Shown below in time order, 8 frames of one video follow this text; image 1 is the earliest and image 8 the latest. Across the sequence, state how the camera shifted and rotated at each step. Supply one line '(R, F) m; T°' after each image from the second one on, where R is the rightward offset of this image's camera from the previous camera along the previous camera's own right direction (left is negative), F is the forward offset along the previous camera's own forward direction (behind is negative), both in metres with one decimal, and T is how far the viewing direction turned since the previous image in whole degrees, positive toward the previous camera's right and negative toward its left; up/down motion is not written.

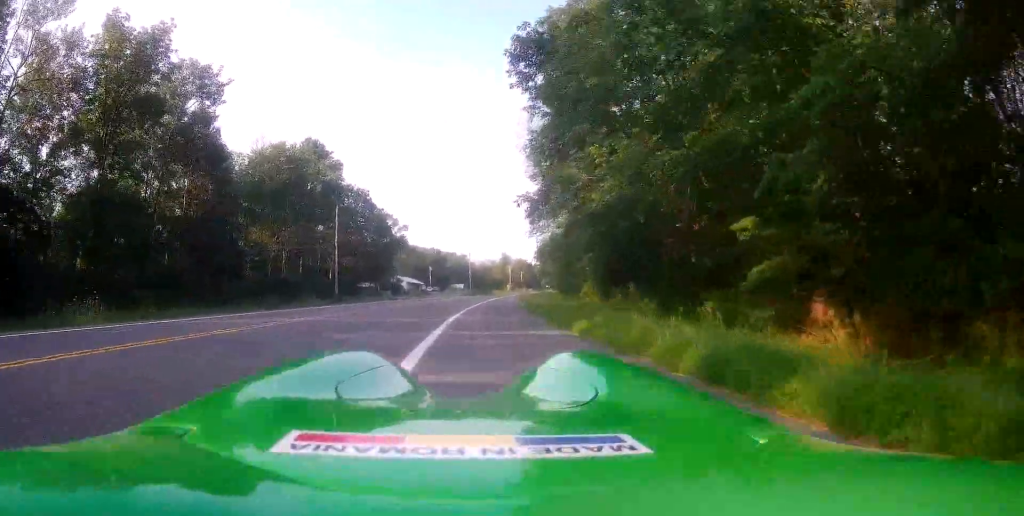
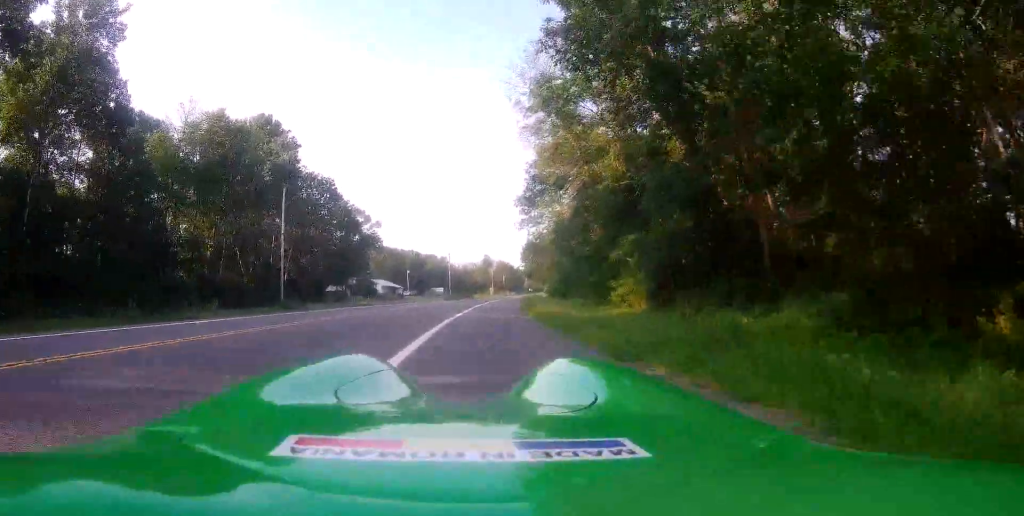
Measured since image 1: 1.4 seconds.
(-0.5, +13.4) m; -1°
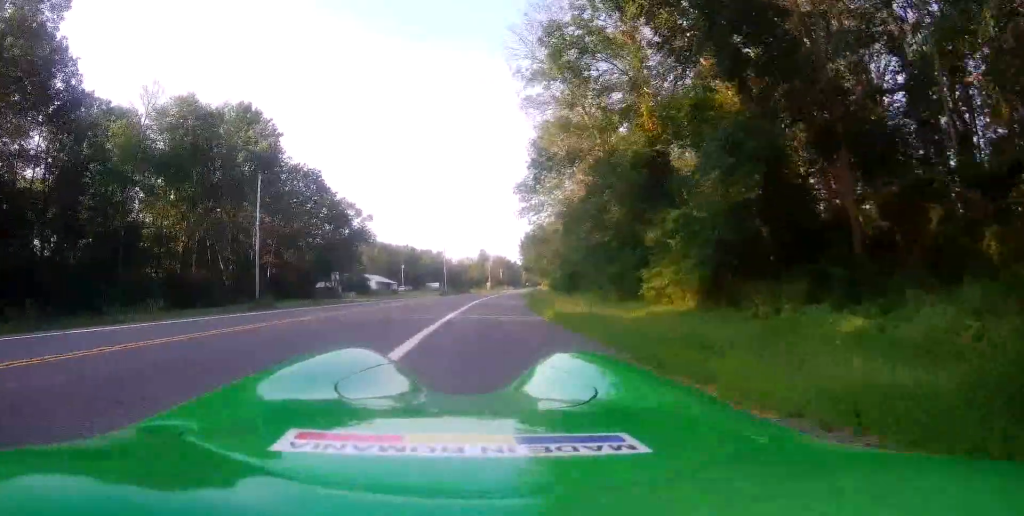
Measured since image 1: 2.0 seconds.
(+0.2, +5.9) m; +2°
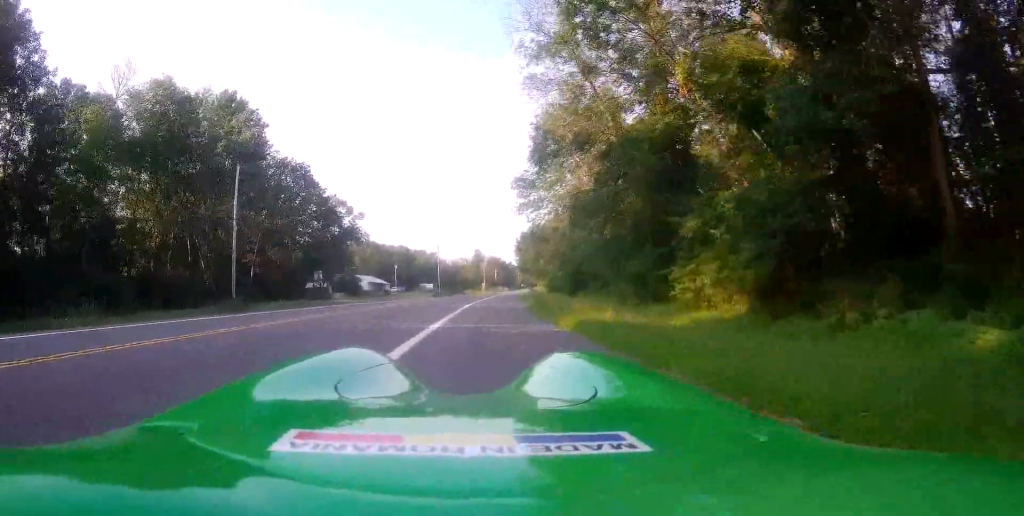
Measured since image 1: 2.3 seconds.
(0.0, +3.8) m; +1°
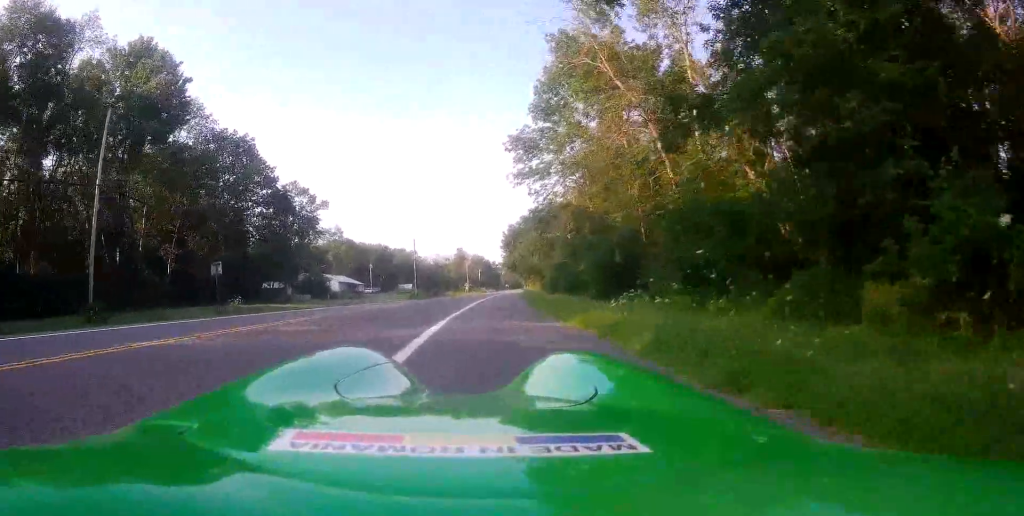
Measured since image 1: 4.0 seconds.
(+1.0, +16.3) m; +4°
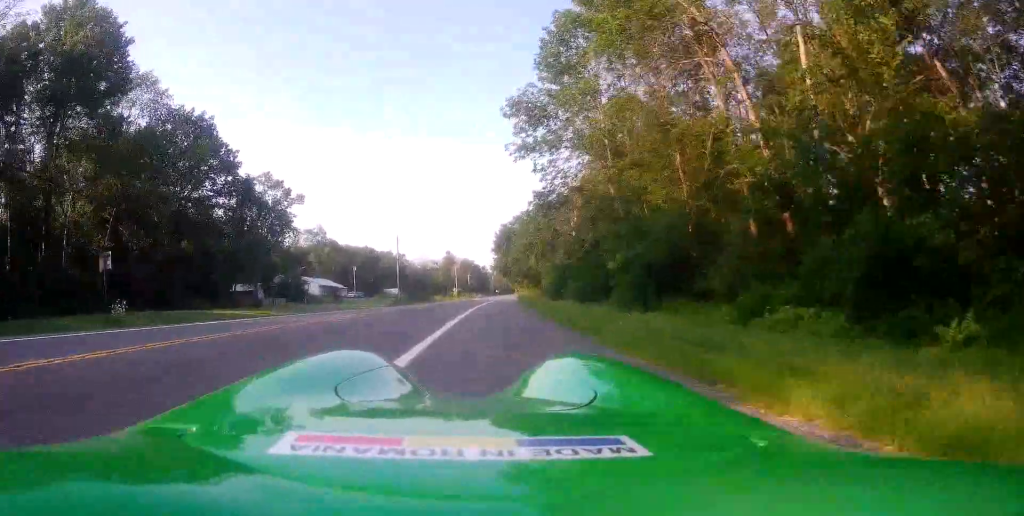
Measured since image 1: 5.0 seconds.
(-0.3, +8.9) m; -1°
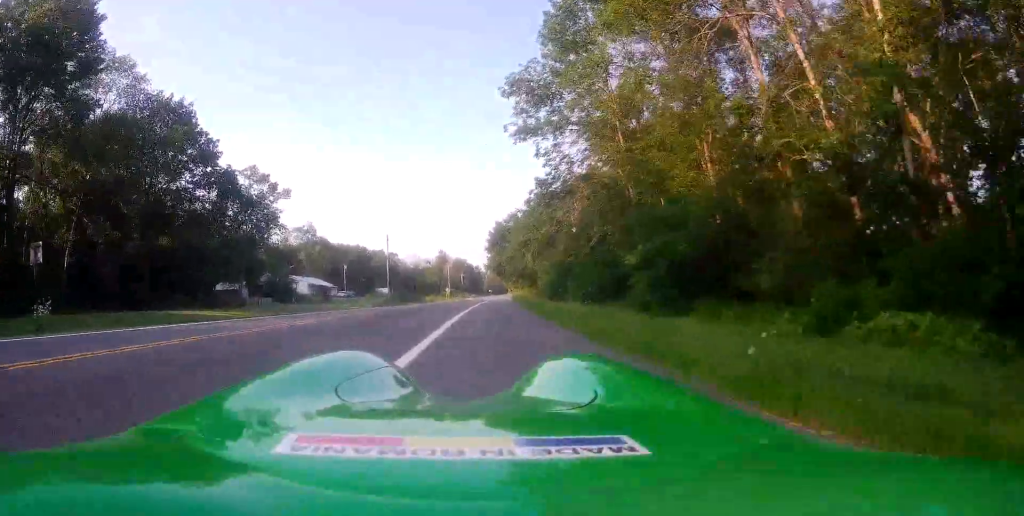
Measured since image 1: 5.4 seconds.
(0.0, +3.9) m; 0°
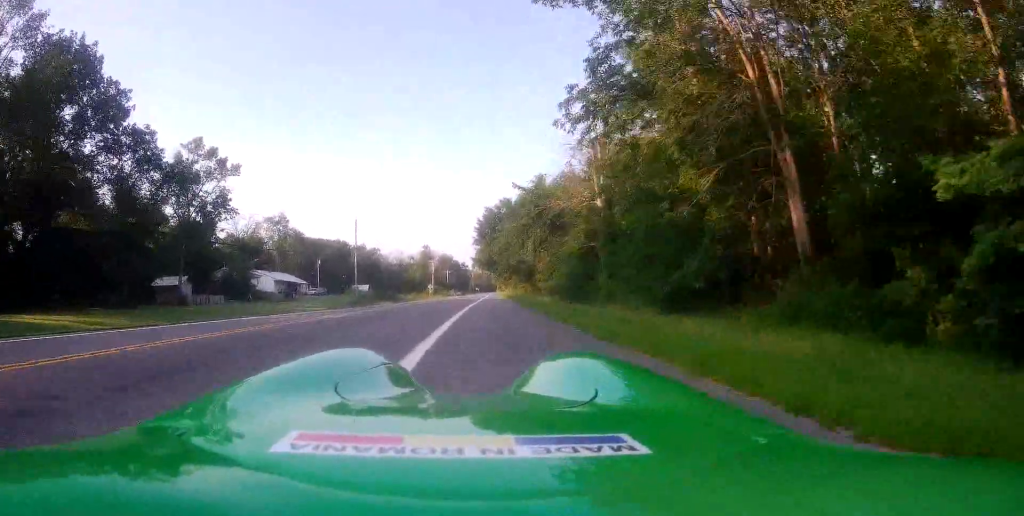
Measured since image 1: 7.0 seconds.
(+0.5, +14.7) m; +3°
